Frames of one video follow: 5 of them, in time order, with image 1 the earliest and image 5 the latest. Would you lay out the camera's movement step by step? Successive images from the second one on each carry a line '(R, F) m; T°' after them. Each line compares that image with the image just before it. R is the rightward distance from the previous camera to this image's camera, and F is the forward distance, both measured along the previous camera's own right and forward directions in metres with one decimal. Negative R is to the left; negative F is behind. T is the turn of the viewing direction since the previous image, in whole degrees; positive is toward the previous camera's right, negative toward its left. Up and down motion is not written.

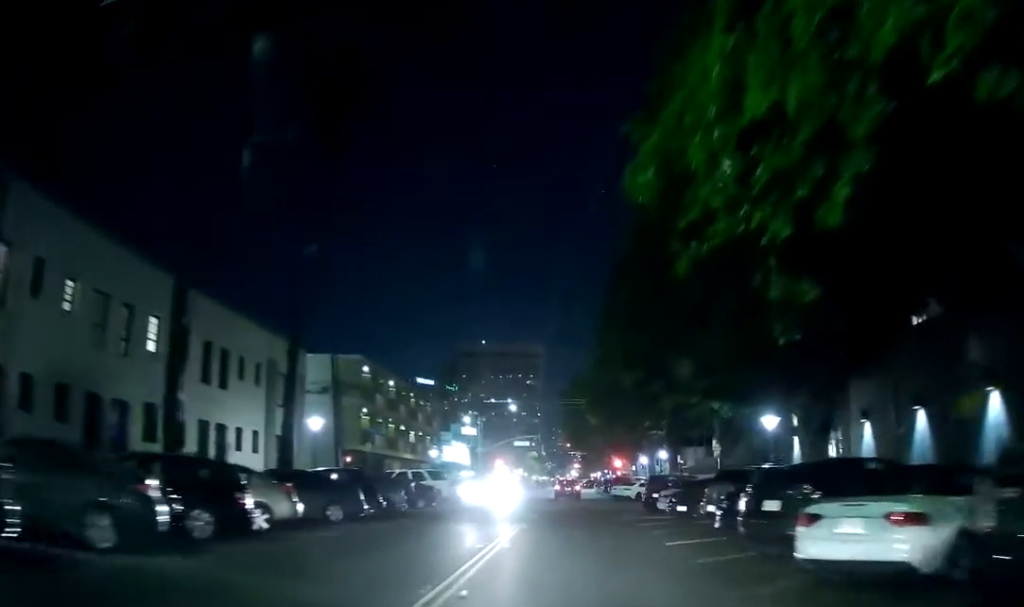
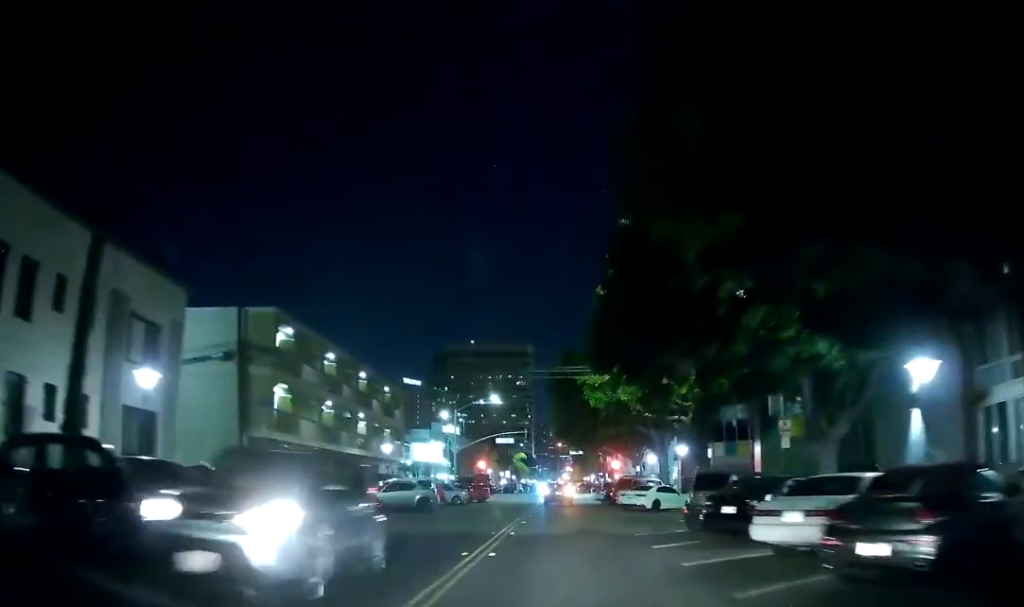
(+0.2, +14.0) m; +2°
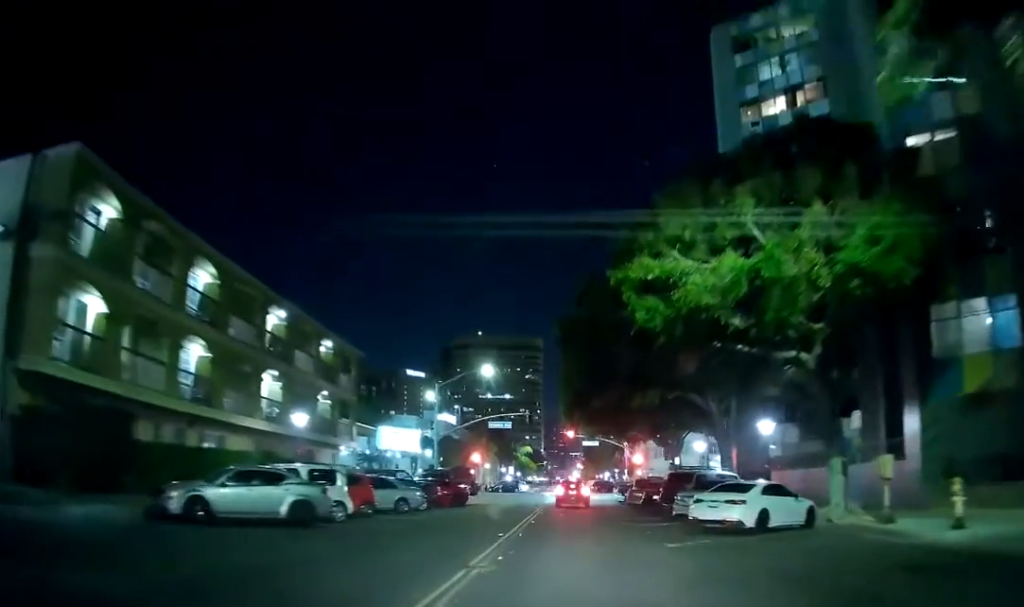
(+0.1, +17.3) m; -1°
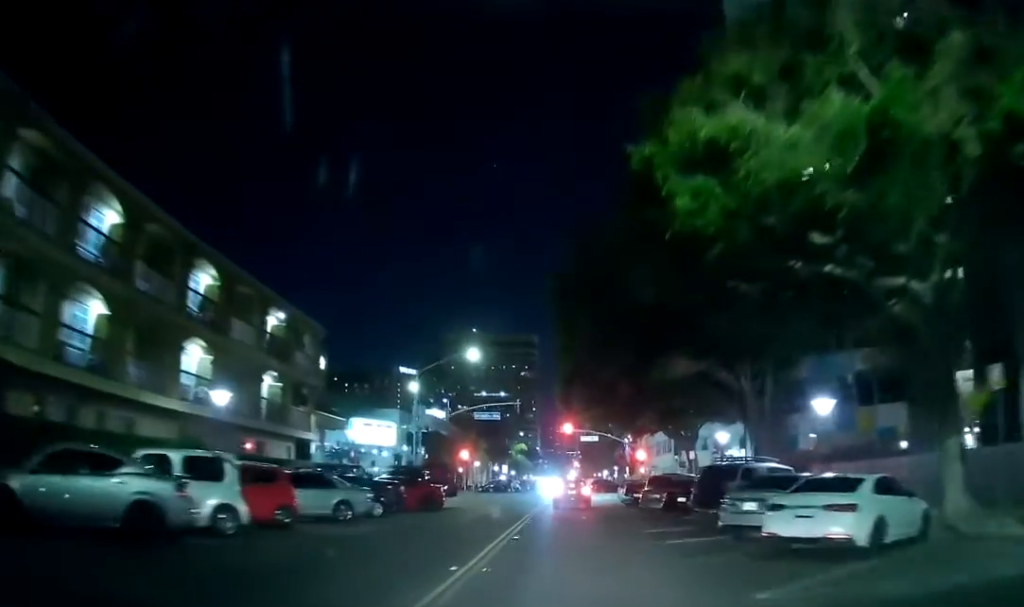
(-0.2, +7.4) m; -1°
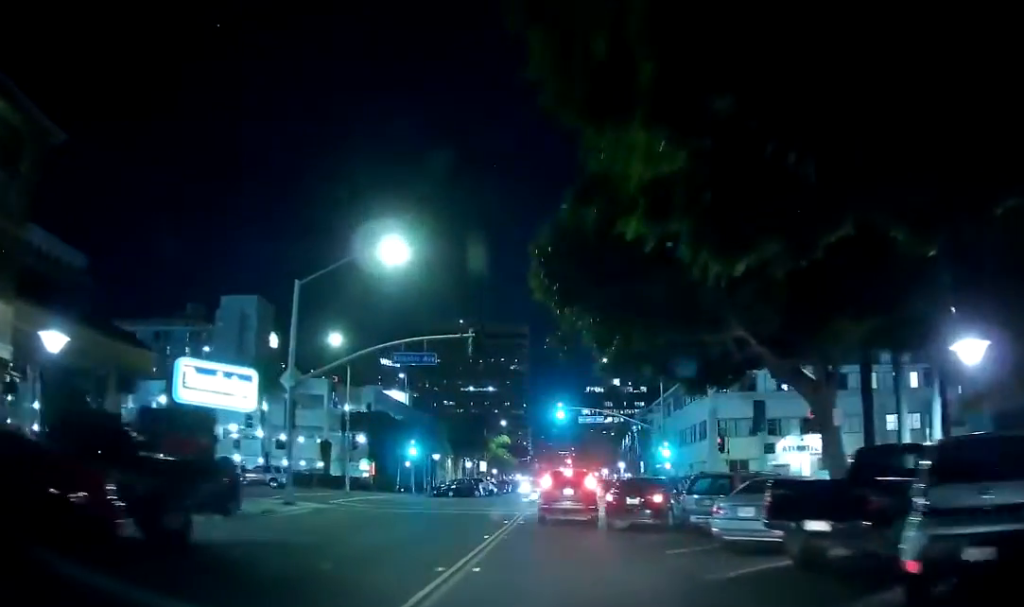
(+1.4, +25.1) m; +7°
